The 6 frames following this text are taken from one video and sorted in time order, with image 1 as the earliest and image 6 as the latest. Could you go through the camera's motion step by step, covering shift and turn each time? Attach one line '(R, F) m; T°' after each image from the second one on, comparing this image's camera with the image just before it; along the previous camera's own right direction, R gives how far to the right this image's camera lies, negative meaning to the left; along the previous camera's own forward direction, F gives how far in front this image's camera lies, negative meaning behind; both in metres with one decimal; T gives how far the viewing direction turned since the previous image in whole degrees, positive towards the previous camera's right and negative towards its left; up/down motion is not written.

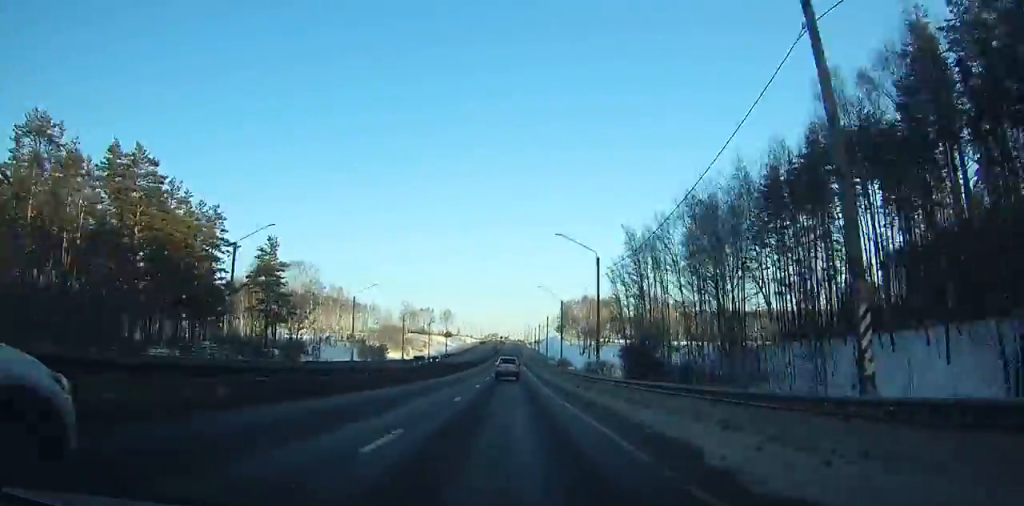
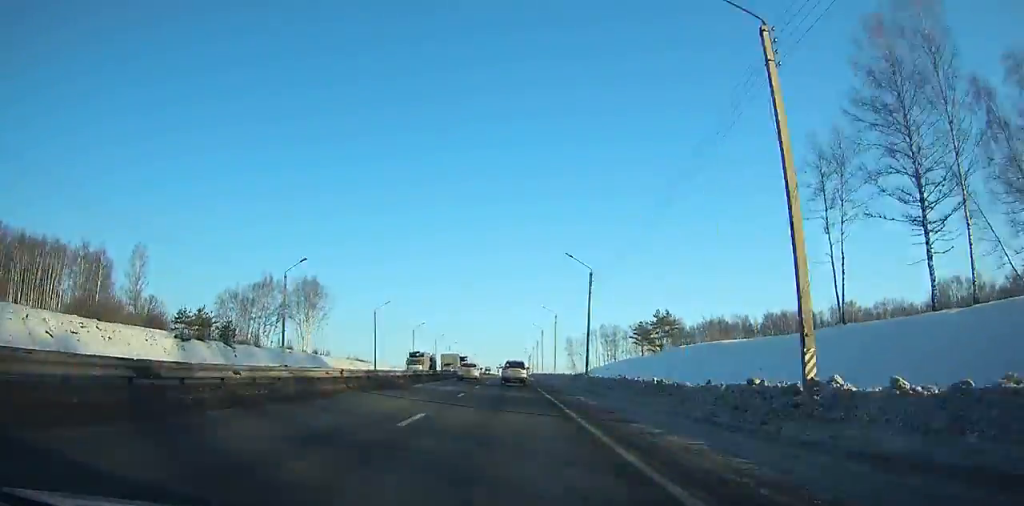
(-0.9, +271.8) m; -1°
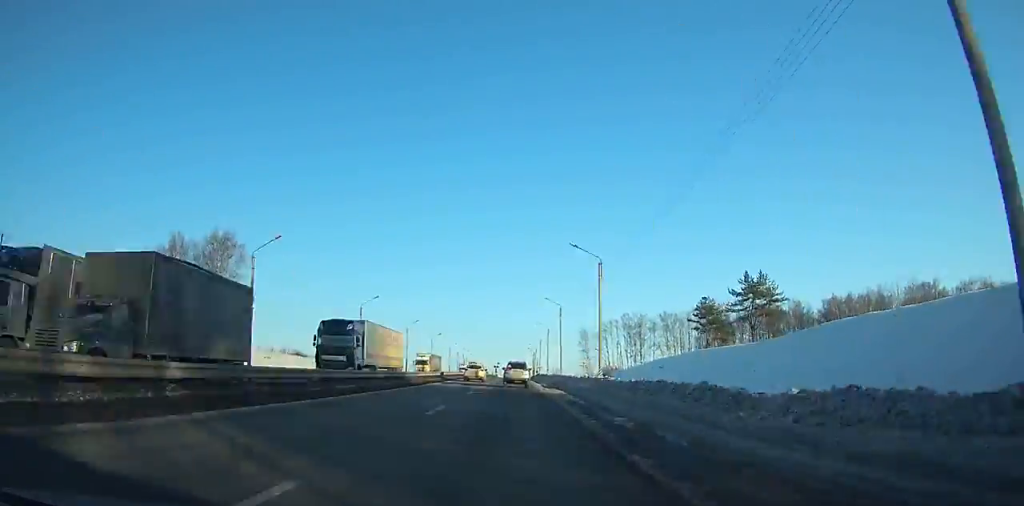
(-0.1, +46.9) m; 0°
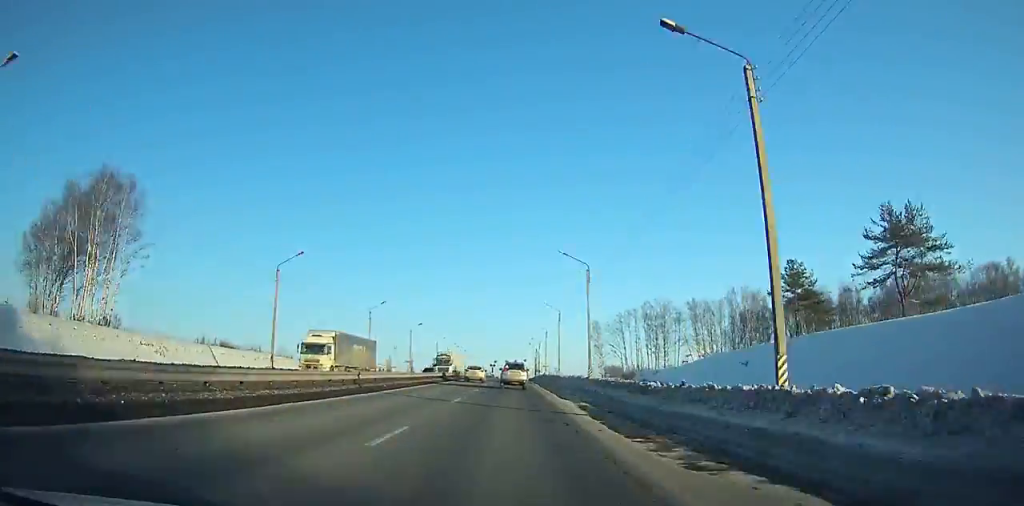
(0.0, +30.3) m; 0°
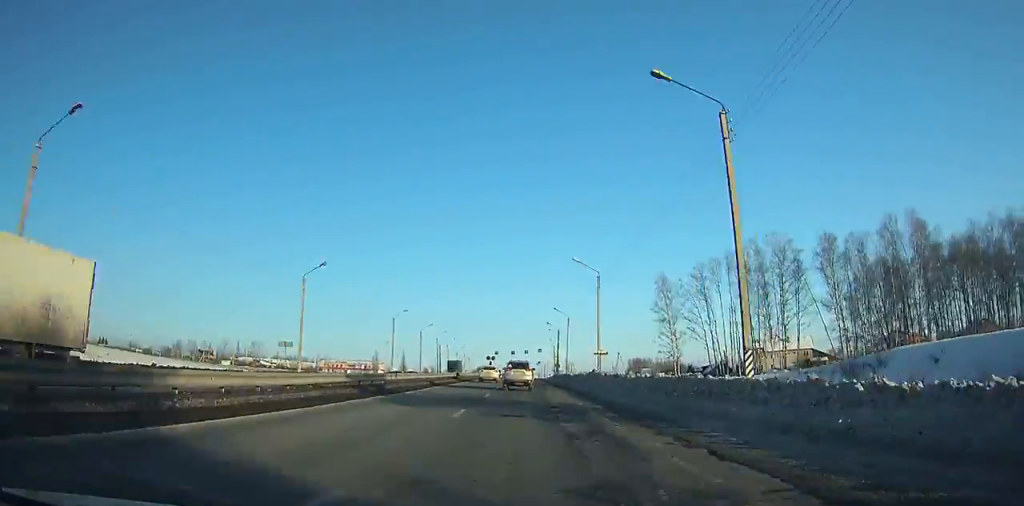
(0.0, +68.2) m; 0°
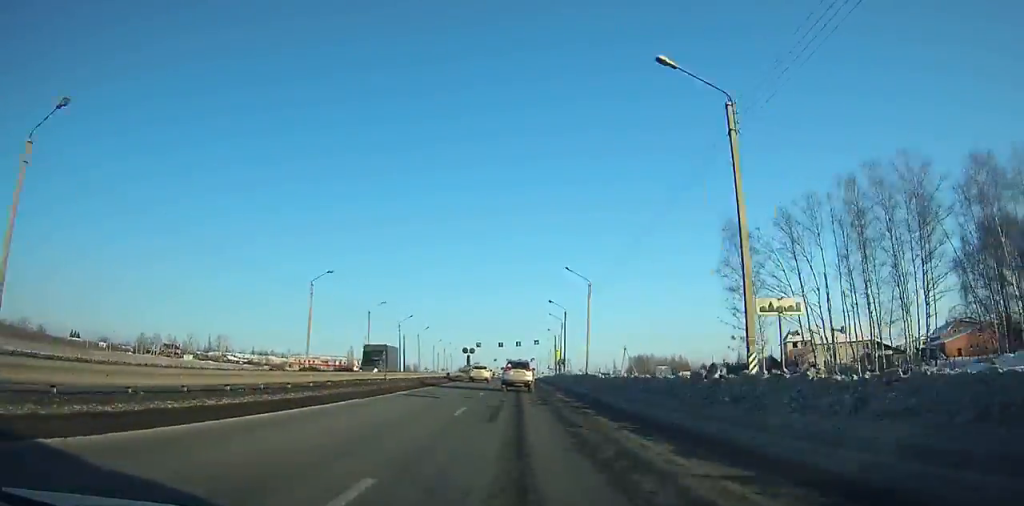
(+0.1, +37.3) m; 0°
